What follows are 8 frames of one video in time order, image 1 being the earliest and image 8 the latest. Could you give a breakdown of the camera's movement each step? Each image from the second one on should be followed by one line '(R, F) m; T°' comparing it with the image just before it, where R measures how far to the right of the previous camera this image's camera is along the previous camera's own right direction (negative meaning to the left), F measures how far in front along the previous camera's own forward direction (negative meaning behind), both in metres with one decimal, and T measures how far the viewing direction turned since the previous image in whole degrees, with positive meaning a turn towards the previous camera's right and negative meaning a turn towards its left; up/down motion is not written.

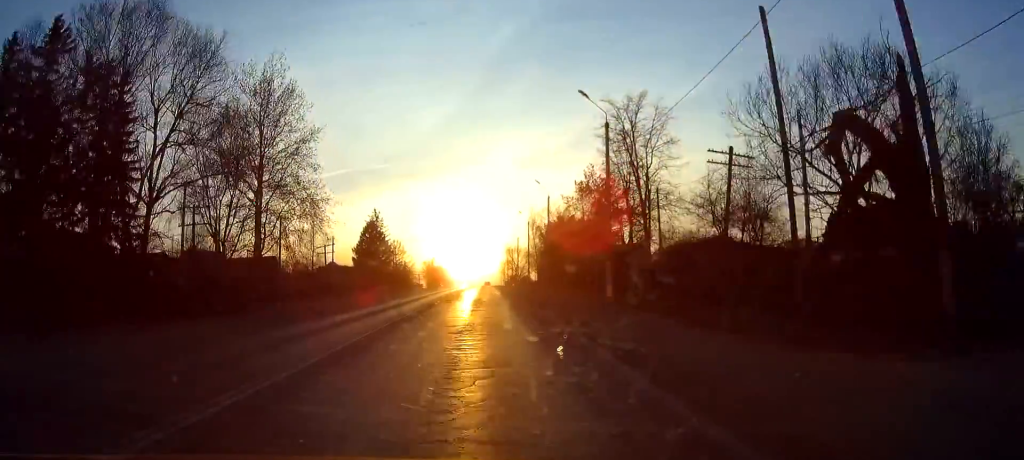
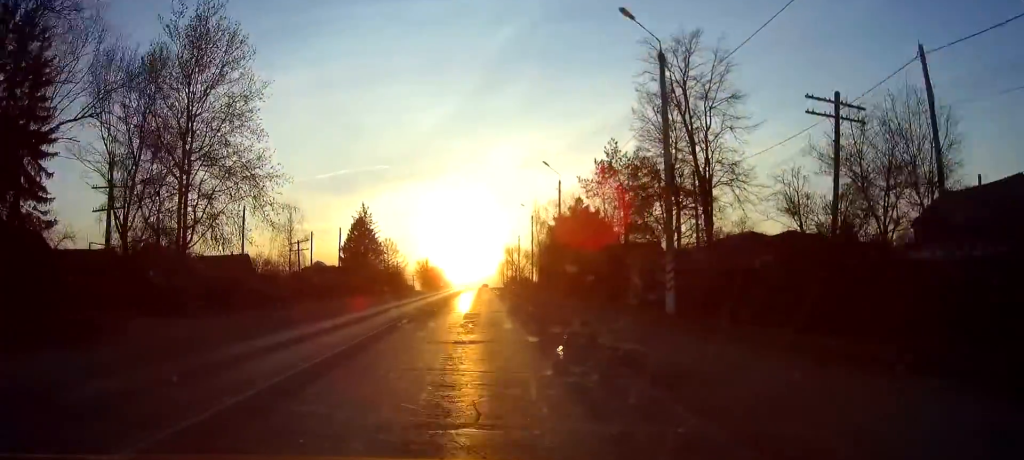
(0.0, +11.9) m; 0°
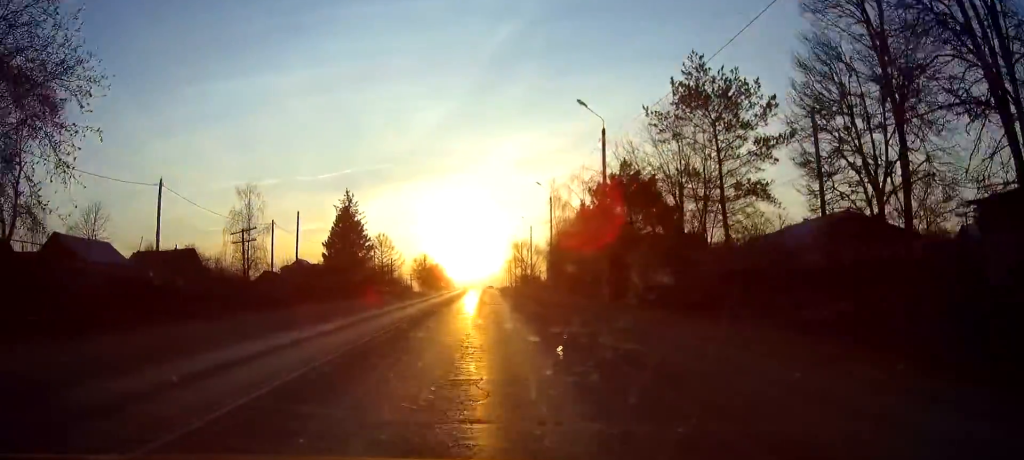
(+0.1, +19.6) m; 0°
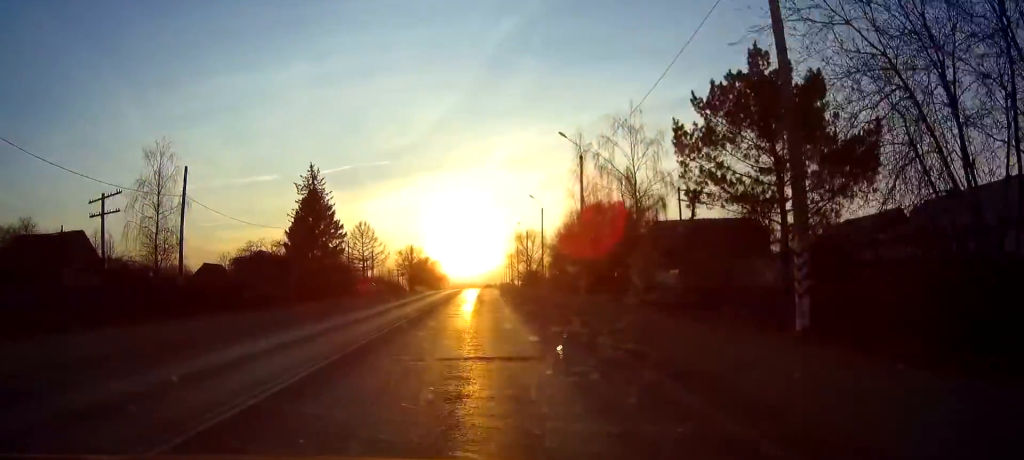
(-0.2, +22.9) m; -1°
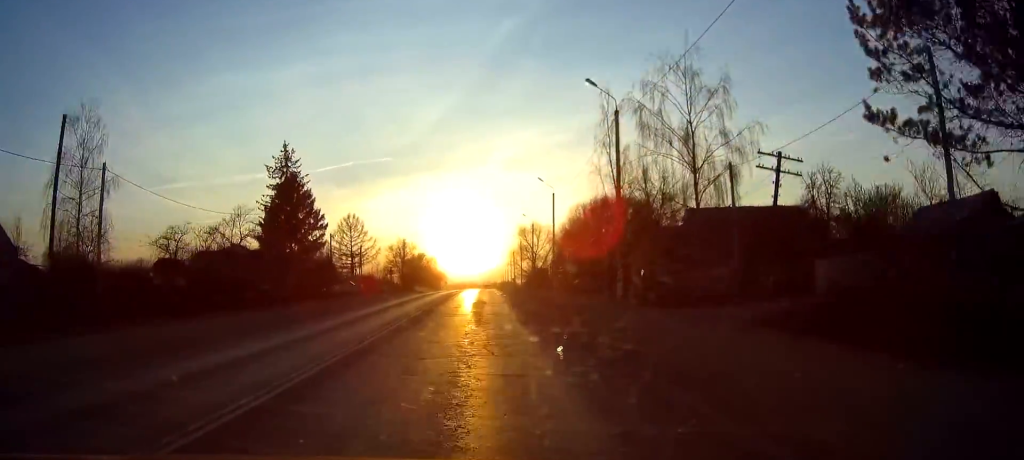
(-0.1, +12.5) m; 0°
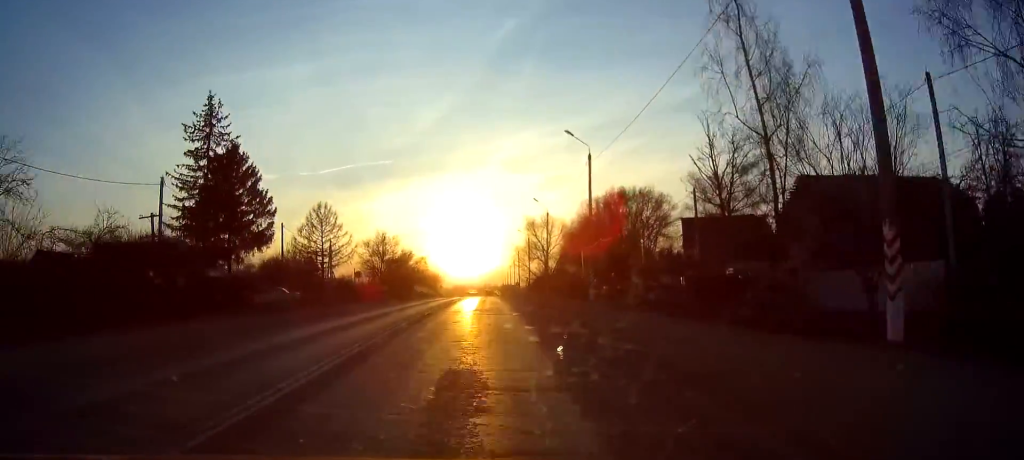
(+0.2, +23.0) m; +1°
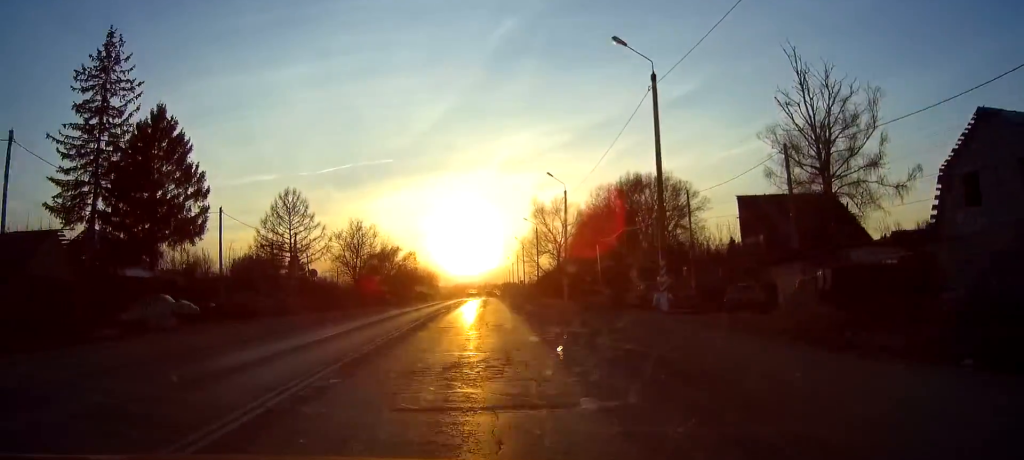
(+0.1, +17.4) m; 0°
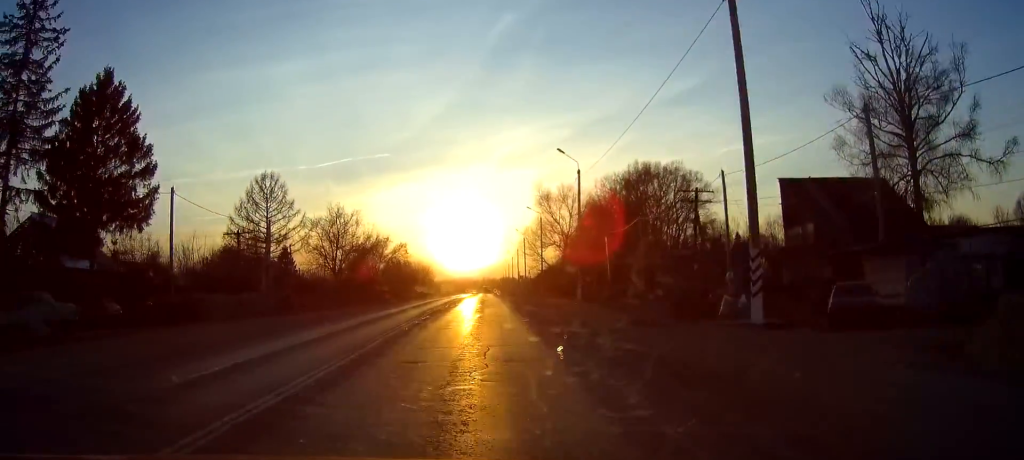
(0.0, +9.1) m; 0°
